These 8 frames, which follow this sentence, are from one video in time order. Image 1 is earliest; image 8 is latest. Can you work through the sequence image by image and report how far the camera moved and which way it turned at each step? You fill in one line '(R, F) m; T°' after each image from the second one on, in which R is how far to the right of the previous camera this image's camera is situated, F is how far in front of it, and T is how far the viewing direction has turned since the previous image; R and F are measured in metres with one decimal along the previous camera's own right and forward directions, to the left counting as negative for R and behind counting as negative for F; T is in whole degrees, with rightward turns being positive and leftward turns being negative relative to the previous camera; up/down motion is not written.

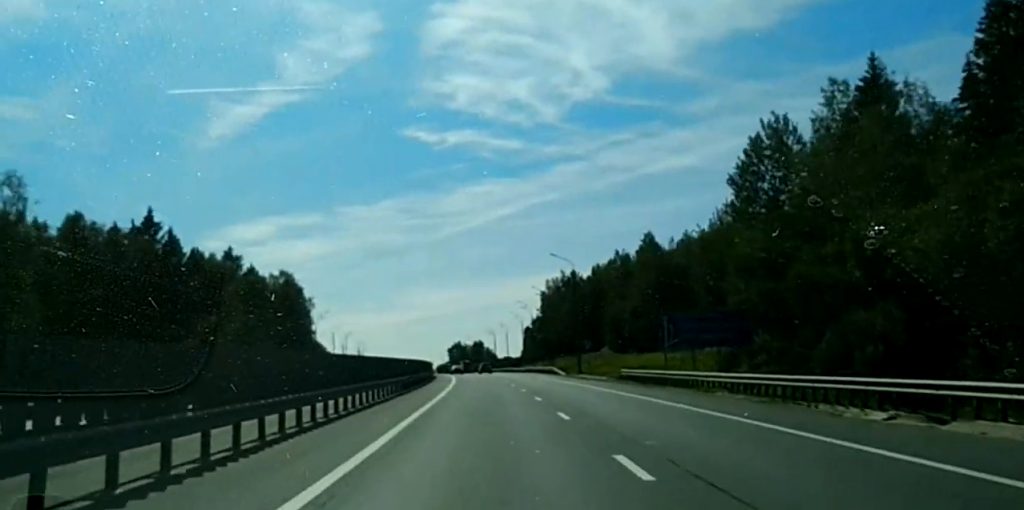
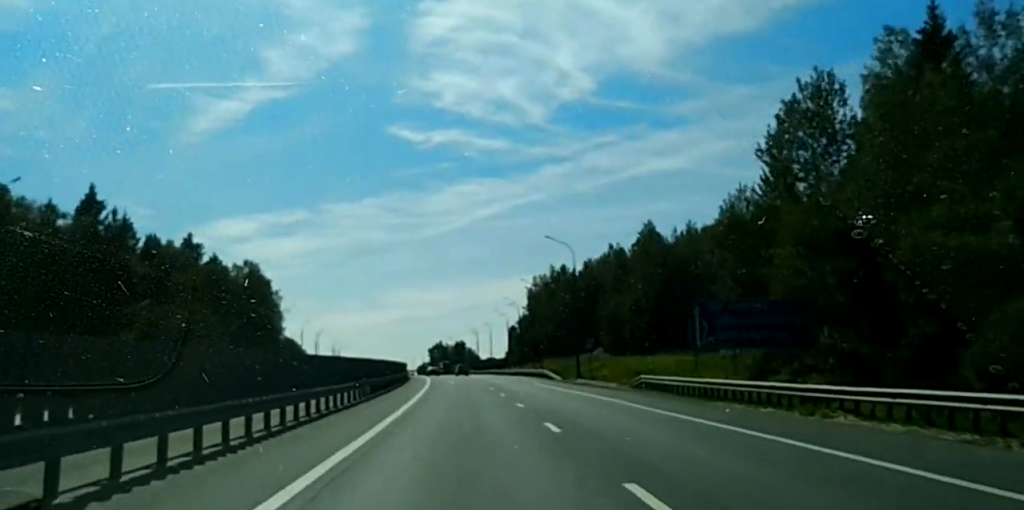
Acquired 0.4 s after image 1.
(+0.1, +13.4) m; -1°
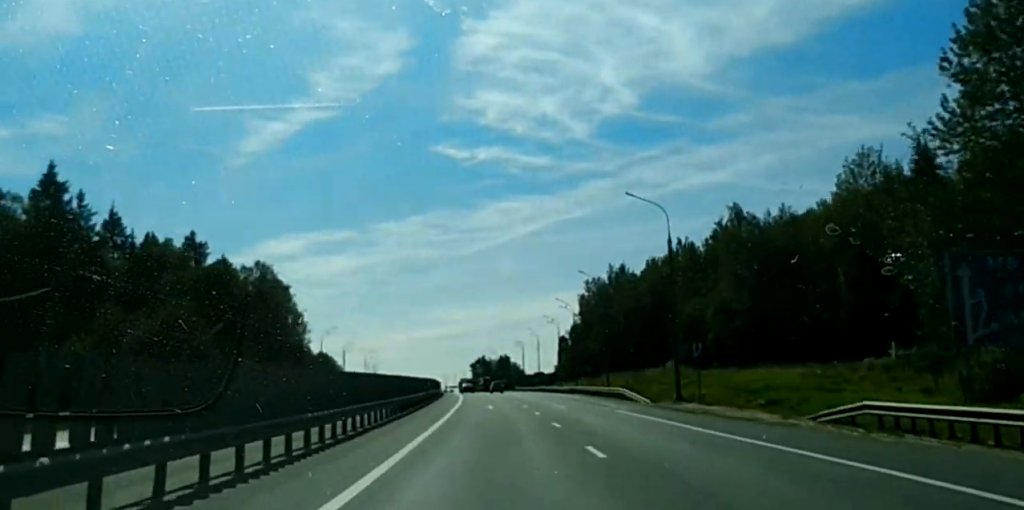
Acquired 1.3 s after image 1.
(-0.4, +25.5) m; -1°
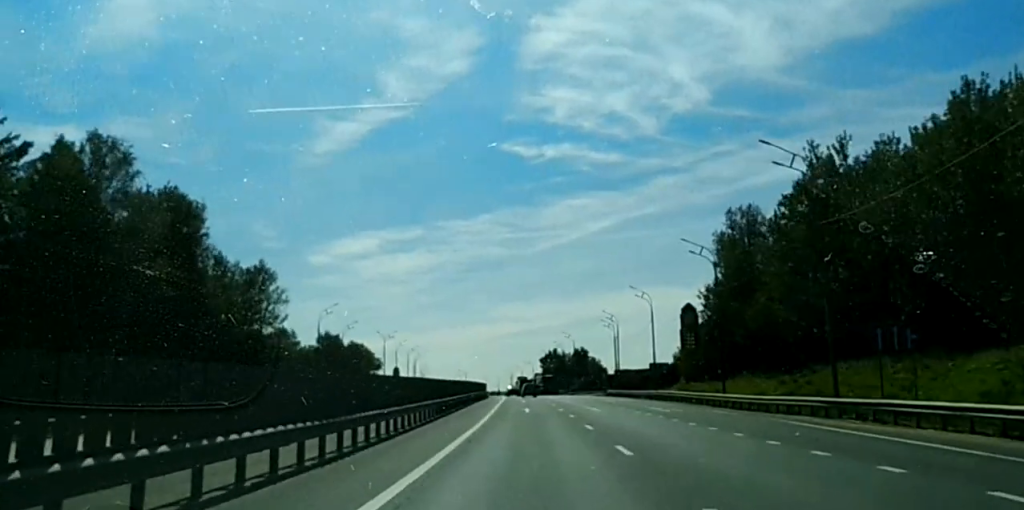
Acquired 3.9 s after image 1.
(+0.6, +84.2) m; +1°
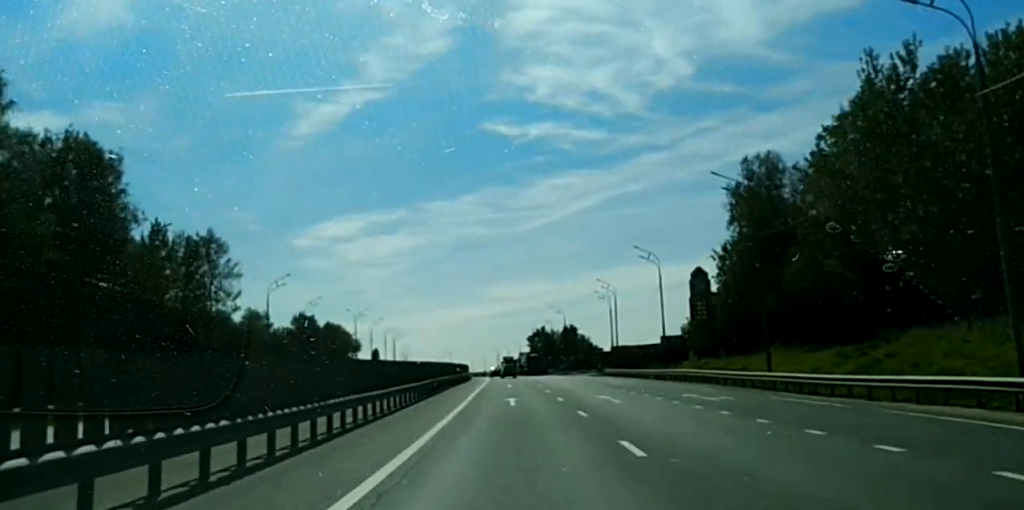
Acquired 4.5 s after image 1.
(0.0, +19.3) m; 0°
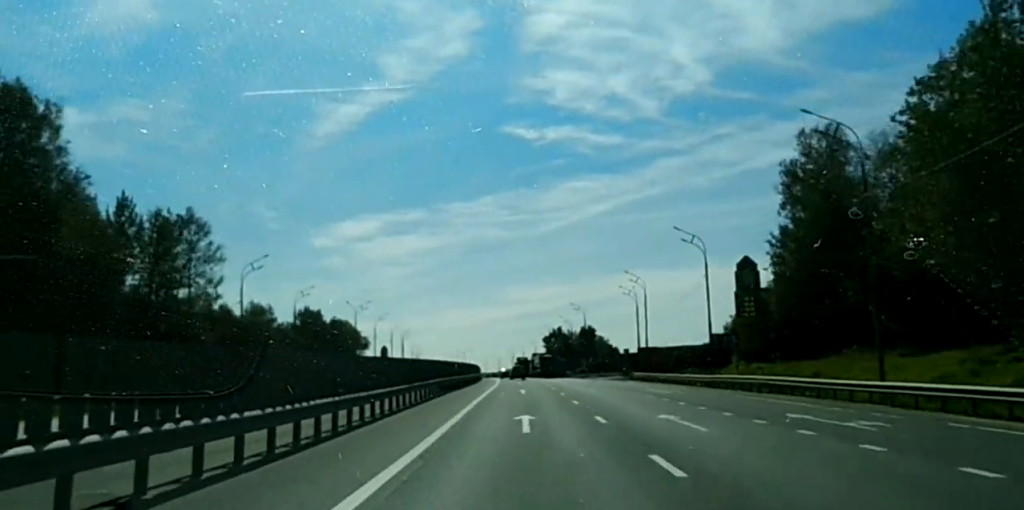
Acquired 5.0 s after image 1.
(0.0, +17.2) m; 0°
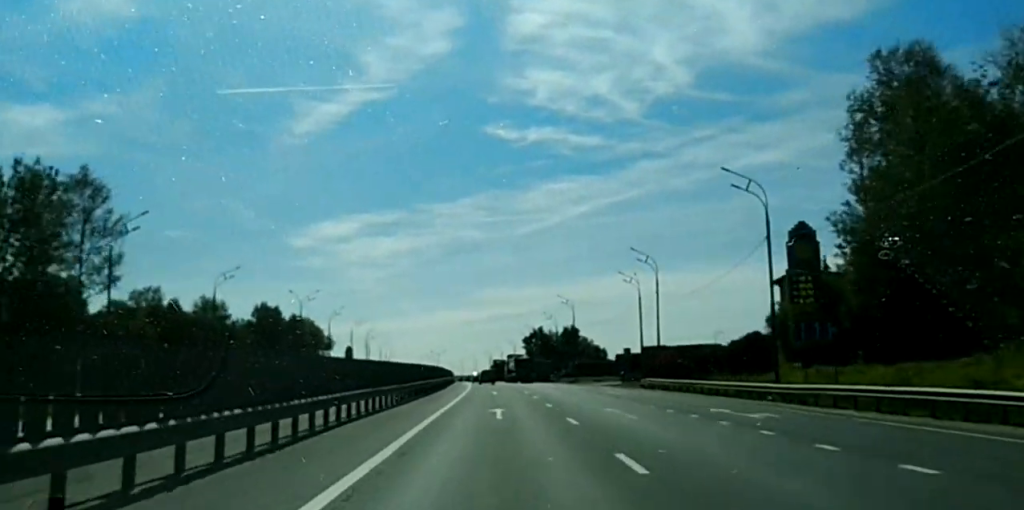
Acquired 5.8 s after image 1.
(-0.1, +27.9) m; -1°
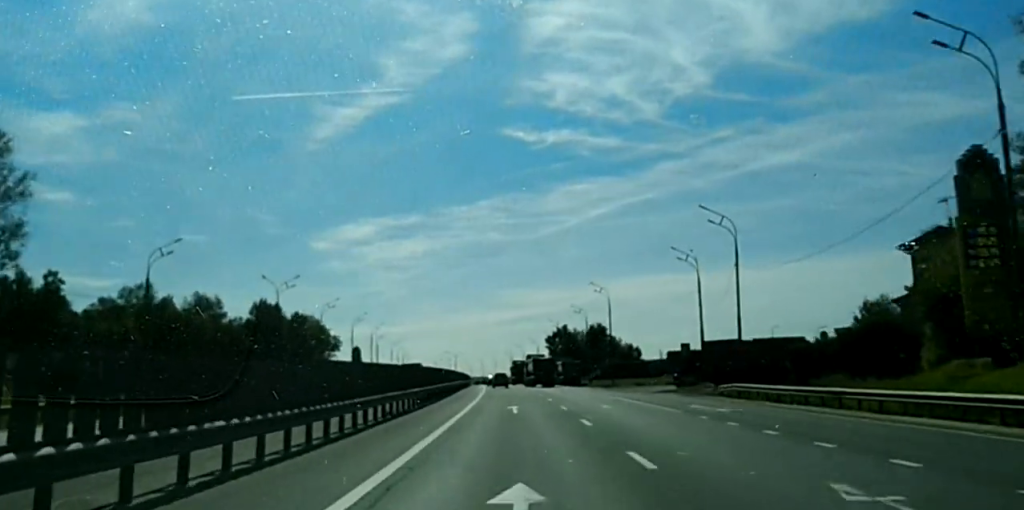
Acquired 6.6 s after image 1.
(-0.1, +25.6) m; -1°
